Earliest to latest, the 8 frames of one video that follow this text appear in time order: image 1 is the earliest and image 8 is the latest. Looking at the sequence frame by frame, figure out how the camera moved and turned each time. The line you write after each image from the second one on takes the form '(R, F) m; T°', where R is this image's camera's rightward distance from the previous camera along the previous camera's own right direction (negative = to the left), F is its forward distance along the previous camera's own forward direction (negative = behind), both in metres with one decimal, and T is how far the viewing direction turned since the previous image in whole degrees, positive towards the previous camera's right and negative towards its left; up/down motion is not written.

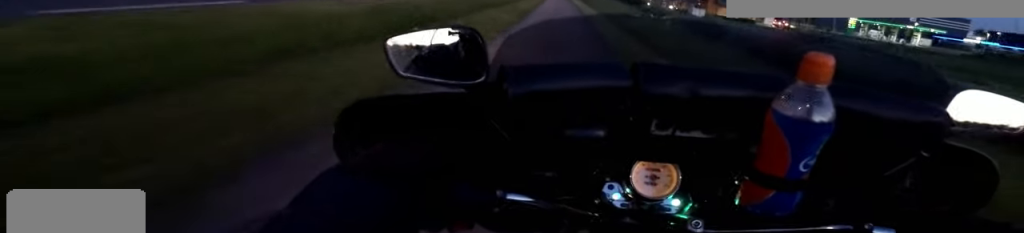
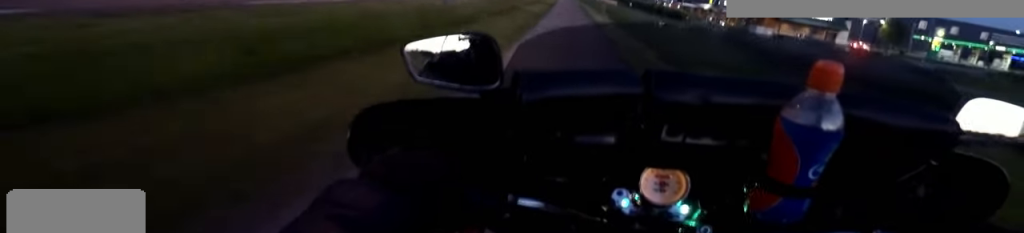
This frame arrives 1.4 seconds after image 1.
(-0.5, +16.4) m; -5°
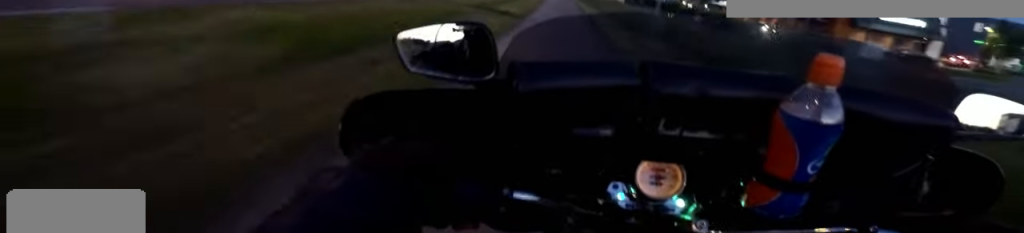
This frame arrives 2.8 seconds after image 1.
(-0.2, +17.4) m; +1°
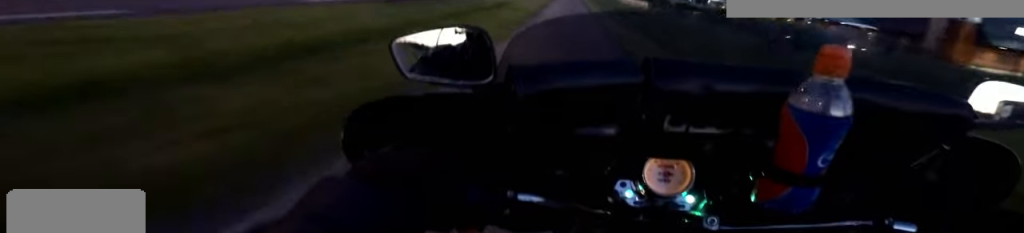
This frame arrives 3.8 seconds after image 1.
(+0.4, +12.3) m; -2°
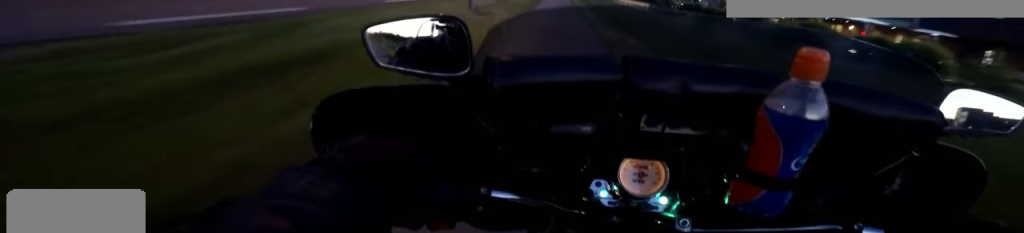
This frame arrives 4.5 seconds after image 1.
(-1.0, +9.0) m; 0°
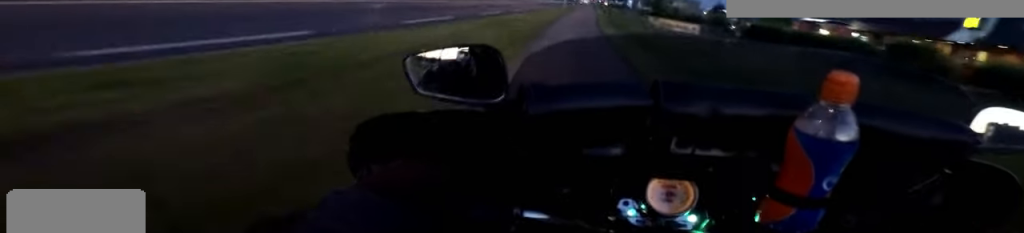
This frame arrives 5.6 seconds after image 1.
(+1.3, +12.9) m; 0°
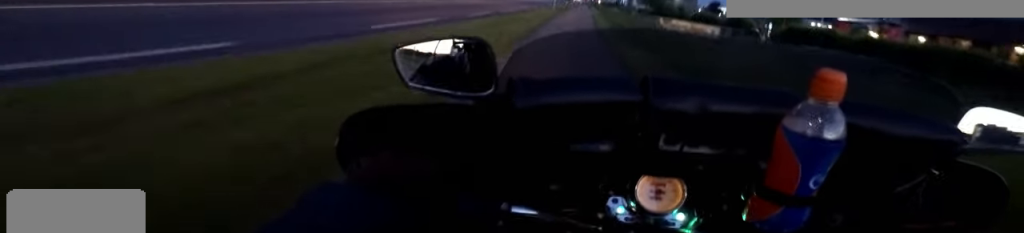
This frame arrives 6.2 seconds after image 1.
(-0.9, +7.4) m; 0°
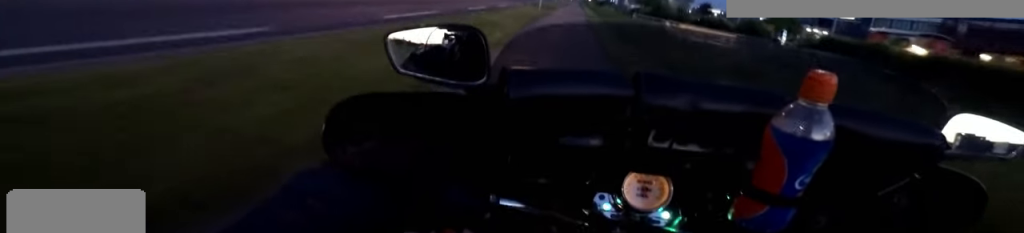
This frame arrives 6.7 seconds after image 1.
(-0.4, +5.4) m; 0°
